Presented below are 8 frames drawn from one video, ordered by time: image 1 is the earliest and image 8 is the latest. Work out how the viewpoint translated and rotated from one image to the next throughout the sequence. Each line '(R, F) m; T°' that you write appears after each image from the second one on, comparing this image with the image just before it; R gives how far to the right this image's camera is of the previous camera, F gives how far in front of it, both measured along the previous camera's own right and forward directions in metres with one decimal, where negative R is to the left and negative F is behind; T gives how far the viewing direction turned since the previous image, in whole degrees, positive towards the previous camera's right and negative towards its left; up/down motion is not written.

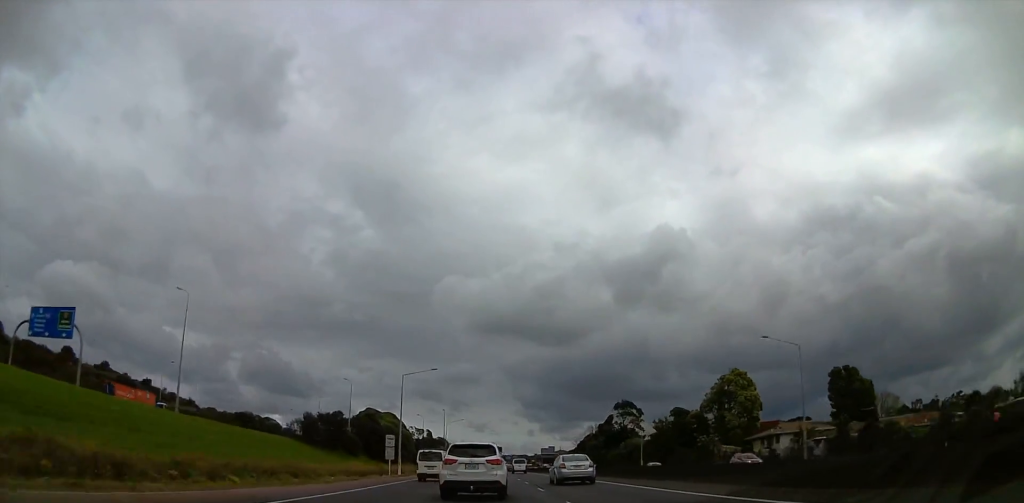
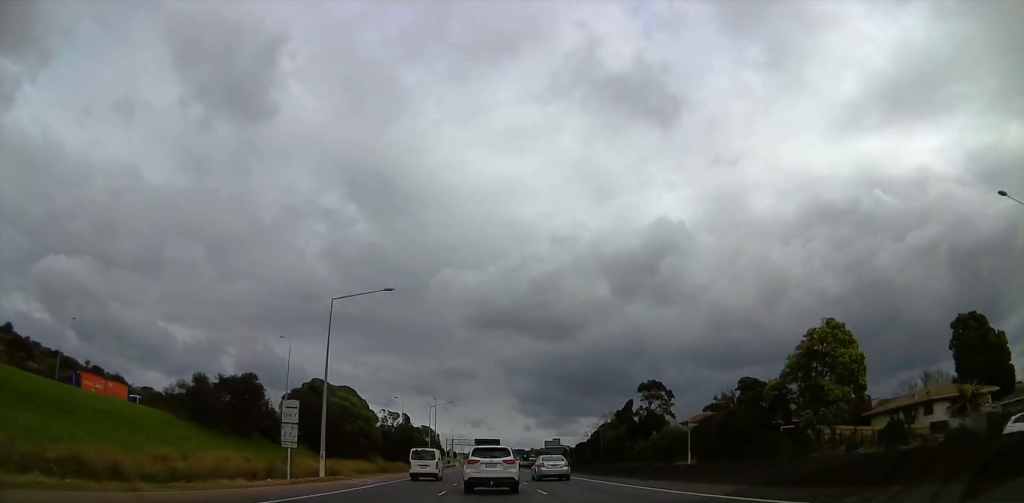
(-0.9, +32.6) m; -3°
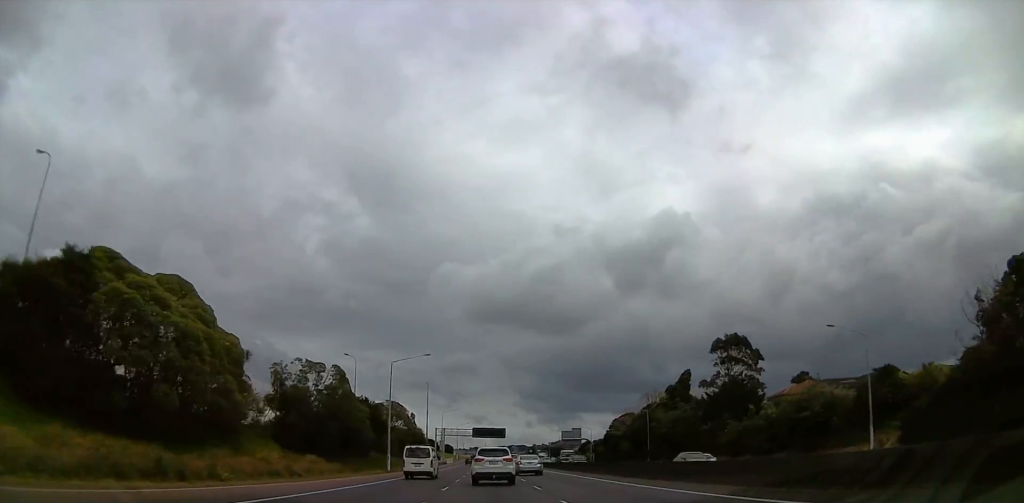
(-0.4, +47.1) m; -1°
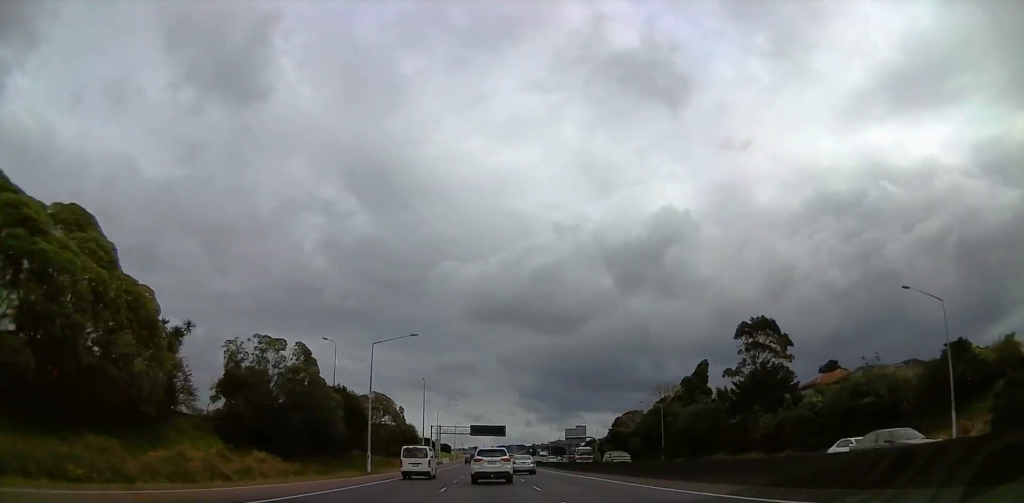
(0.0, +11.0) m; 0°
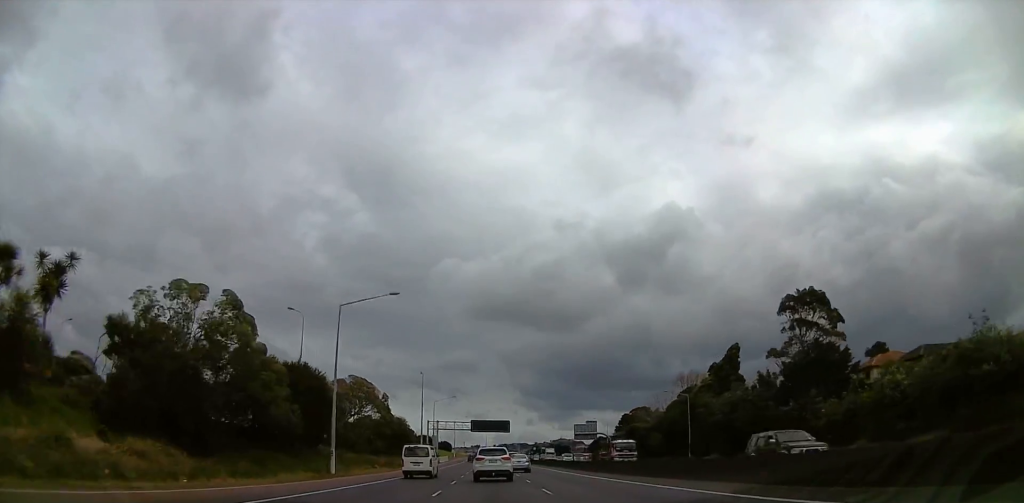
(0.0, +13.8) m; 0°
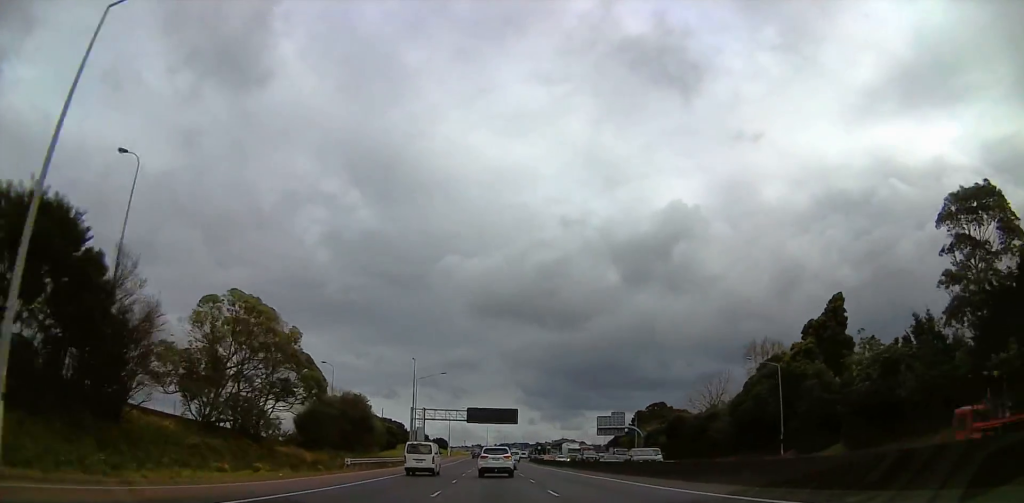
(0.0, +31.5) m; +1°
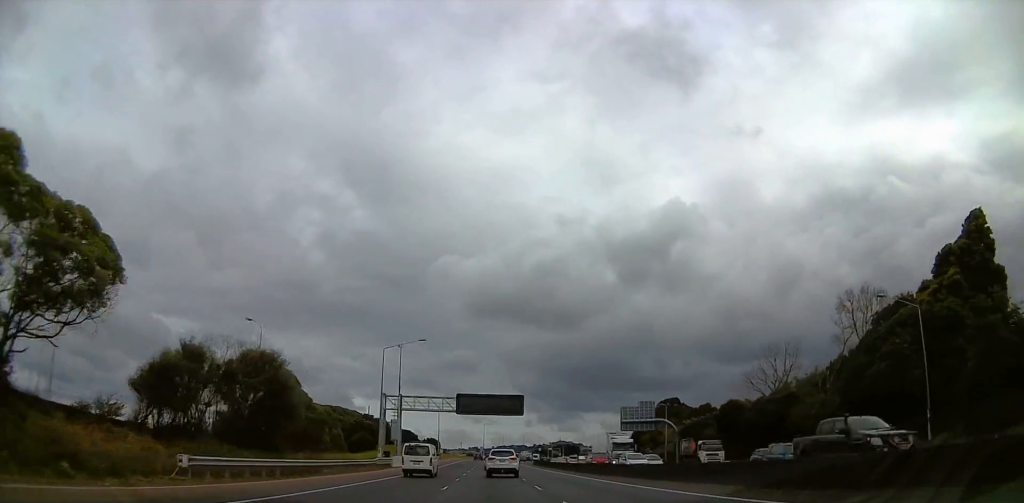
(+0.6, +26.0) m; +2°
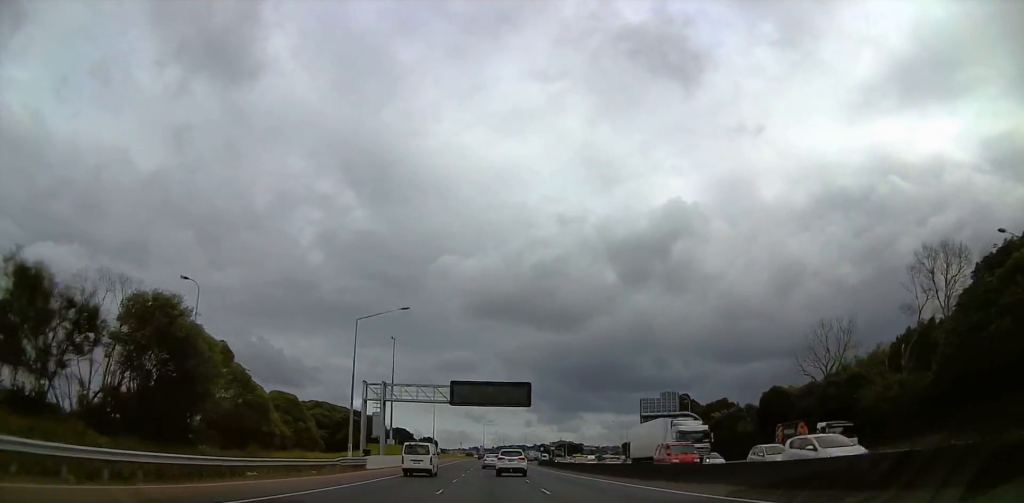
(+0.1, +13.0) m; 0°
